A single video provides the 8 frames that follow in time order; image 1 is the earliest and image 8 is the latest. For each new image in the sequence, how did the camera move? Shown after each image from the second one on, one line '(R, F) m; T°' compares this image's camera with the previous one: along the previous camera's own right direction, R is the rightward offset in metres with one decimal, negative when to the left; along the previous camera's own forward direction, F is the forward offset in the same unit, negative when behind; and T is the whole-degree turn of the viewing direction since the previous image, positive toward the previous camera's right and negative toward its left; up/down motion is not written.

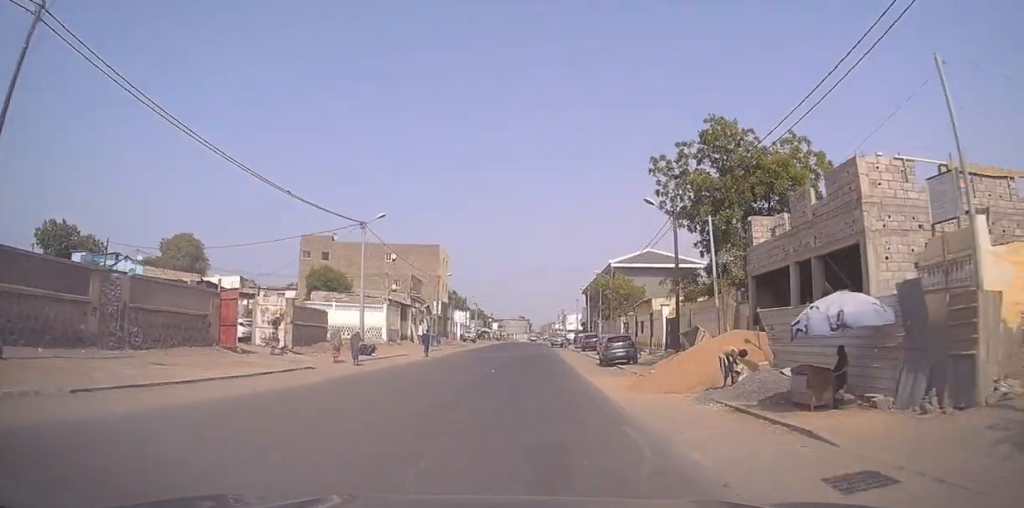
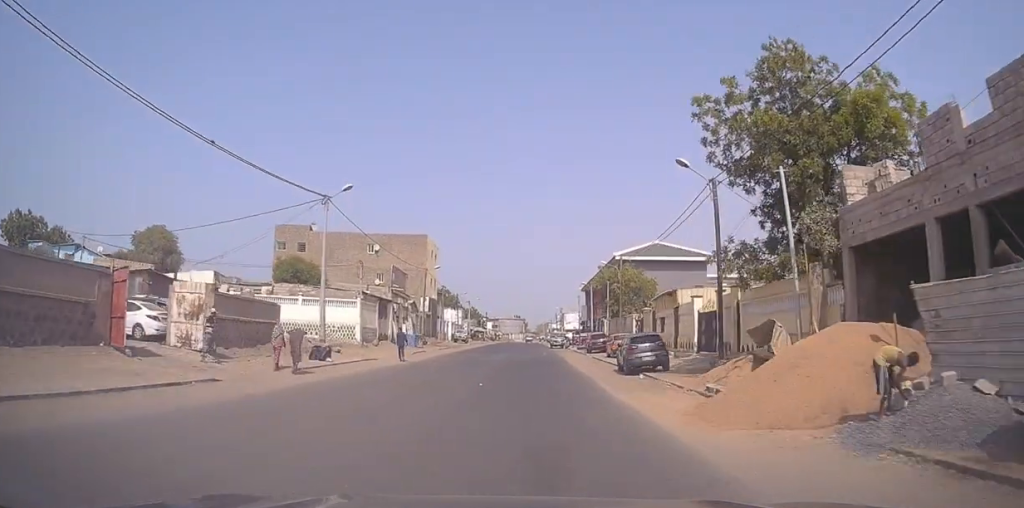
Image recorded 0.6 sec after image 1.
(+0.2, +7.2) m; 0°
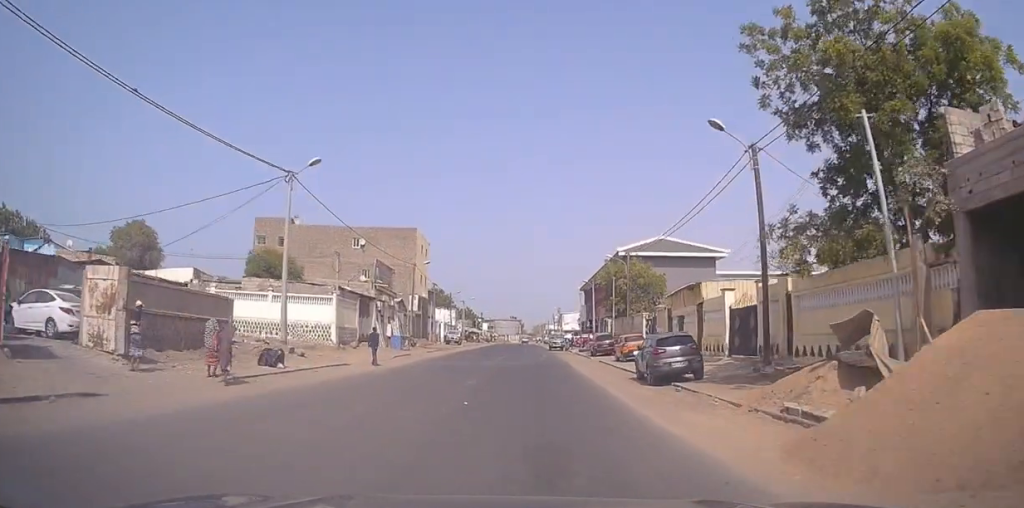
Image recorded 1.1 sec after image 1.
(-0.2, +4.9) m; -2°
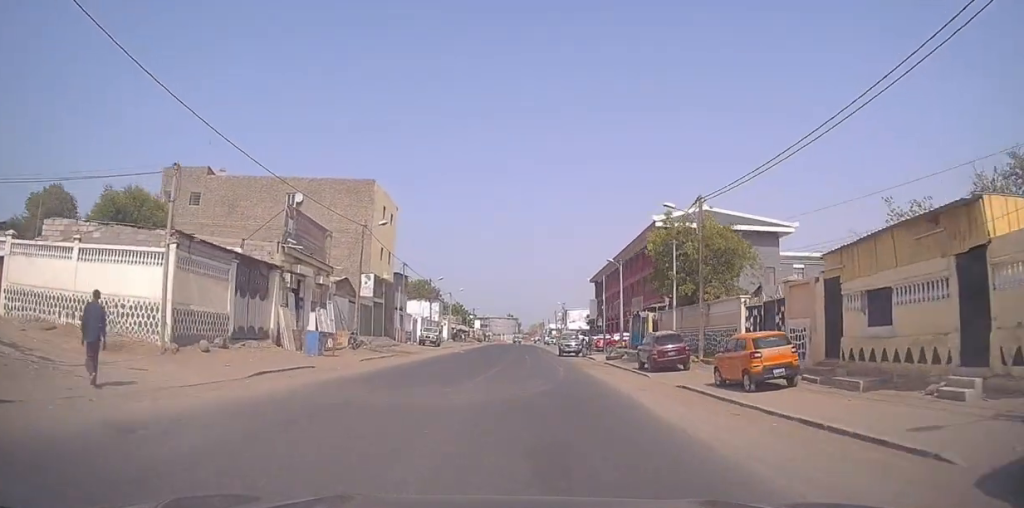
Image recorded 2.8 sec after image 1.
(-0.4, +19.1) m; +1°
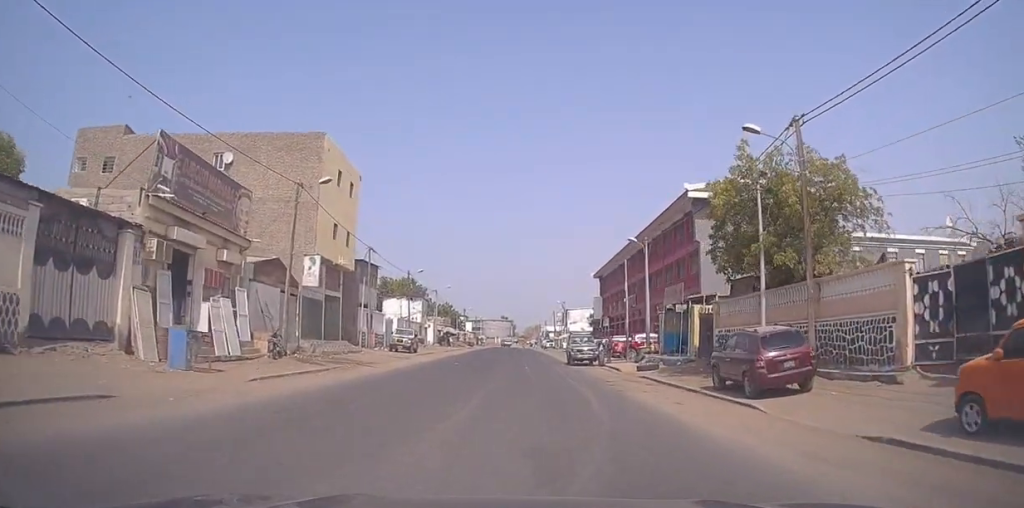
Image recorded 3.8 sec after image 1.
(+0.5, +11.2) m; +1°
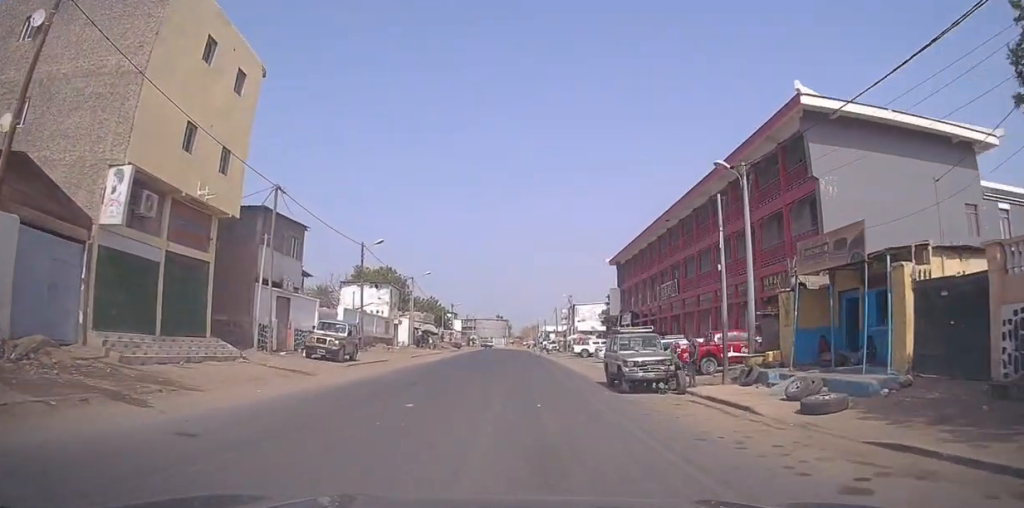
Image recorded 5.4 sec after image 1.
(-0.3, +17.0) m; +1°
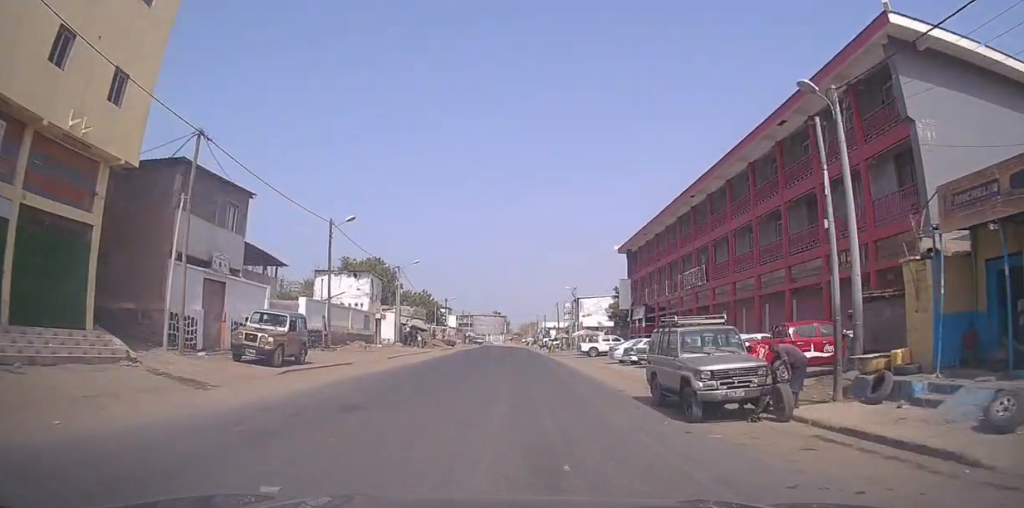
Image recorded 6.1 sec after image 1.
(+0.1, +7.0) m; 0°
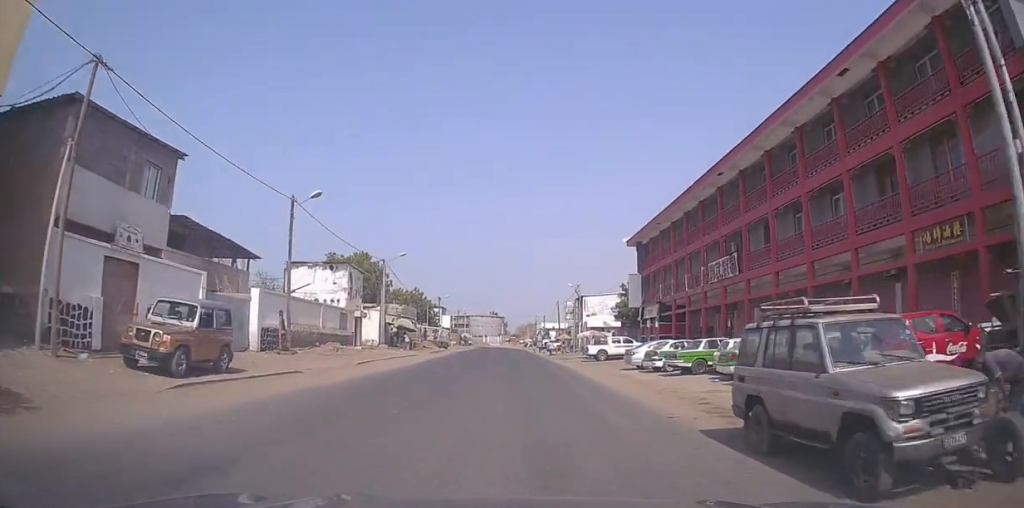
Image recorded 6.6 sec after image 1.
(+0.1, +6.0) m; 0°
